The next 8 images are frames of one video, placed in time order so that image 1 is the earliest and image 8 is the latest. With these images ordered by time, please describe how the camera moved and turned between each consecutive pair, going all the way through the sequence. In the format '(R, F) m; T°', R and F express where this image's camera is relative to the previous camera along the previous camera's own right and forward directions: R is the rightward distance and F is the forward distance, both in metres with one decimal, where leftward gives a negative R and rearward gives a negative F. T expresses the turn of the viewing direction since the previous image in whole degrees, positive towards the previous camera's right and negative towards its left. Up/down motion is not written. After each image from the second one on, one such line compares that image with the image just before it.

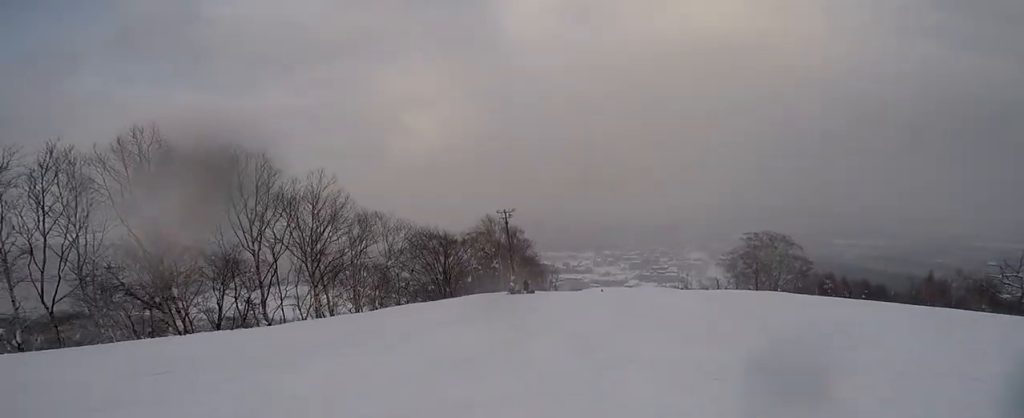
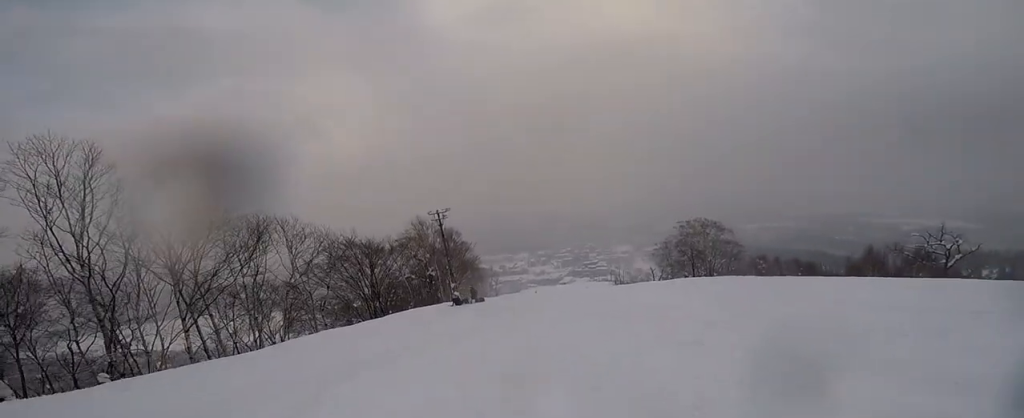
(+0.3, +3.8) m; +18°
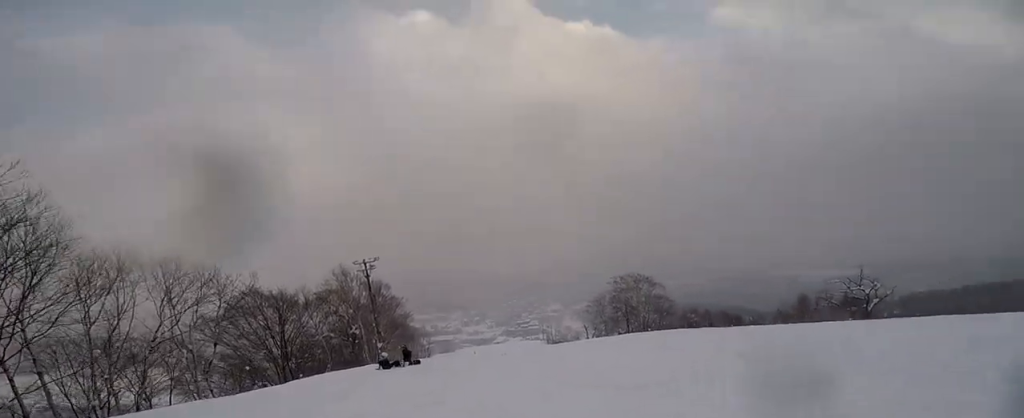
(+1.0, +2.7) m; +12°
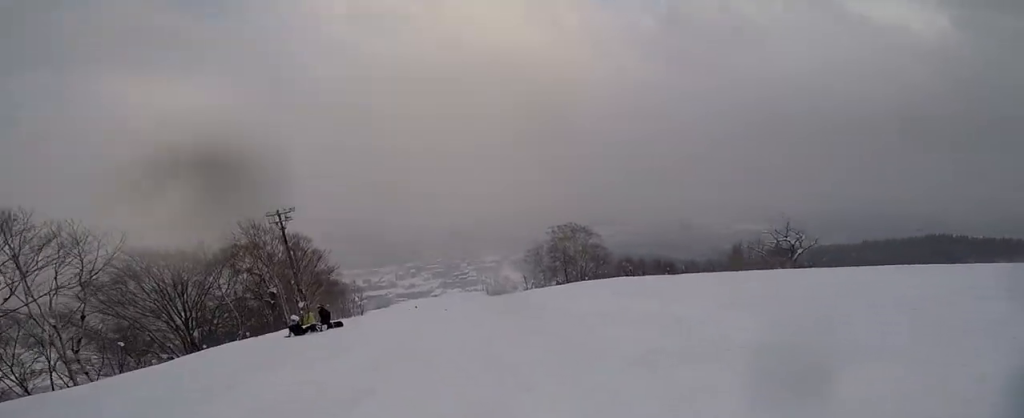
(-0.2, +1.8) m; +1°
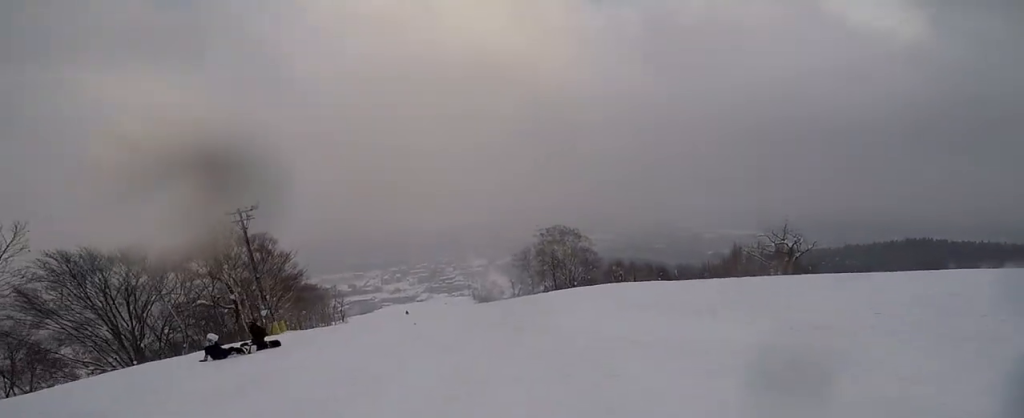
(-0.3, +2.6) m; +1°
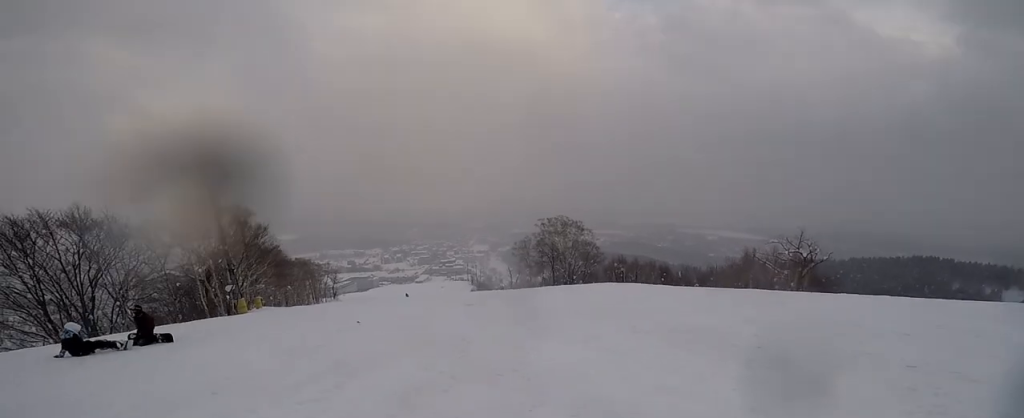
(+0.4, +2.7) m; +4°
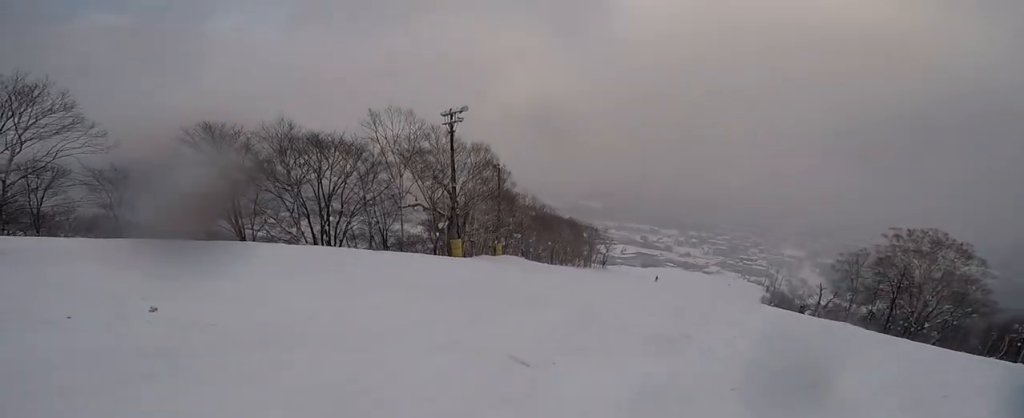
(-2.2, +8.4) m; -40°
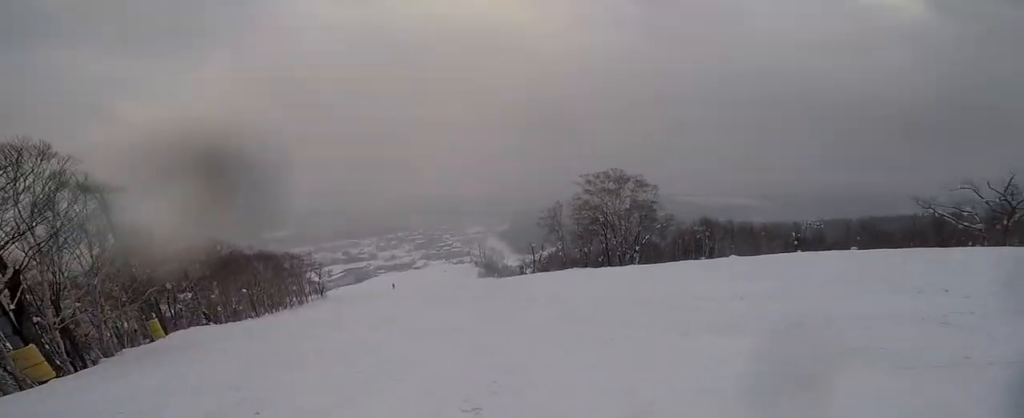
(+1.3, +11.3) m; +33°
